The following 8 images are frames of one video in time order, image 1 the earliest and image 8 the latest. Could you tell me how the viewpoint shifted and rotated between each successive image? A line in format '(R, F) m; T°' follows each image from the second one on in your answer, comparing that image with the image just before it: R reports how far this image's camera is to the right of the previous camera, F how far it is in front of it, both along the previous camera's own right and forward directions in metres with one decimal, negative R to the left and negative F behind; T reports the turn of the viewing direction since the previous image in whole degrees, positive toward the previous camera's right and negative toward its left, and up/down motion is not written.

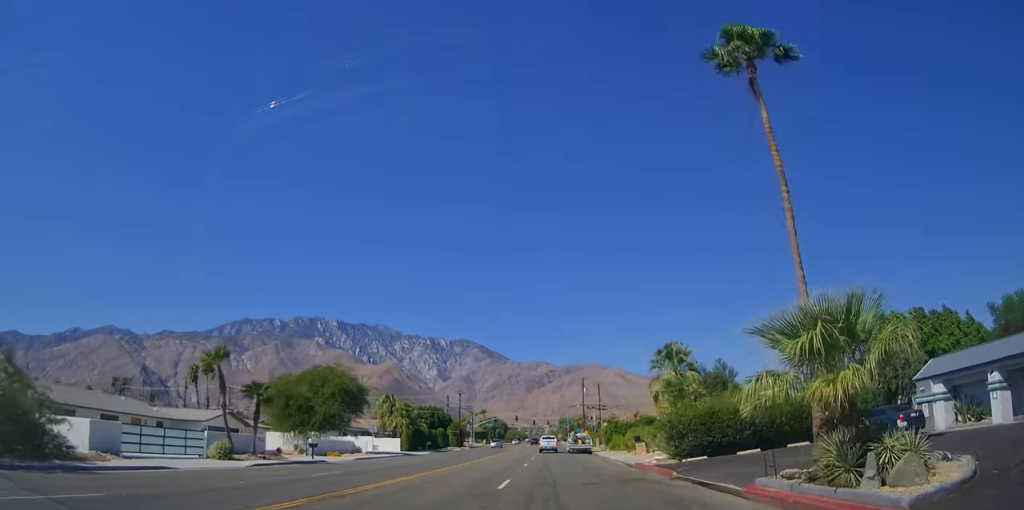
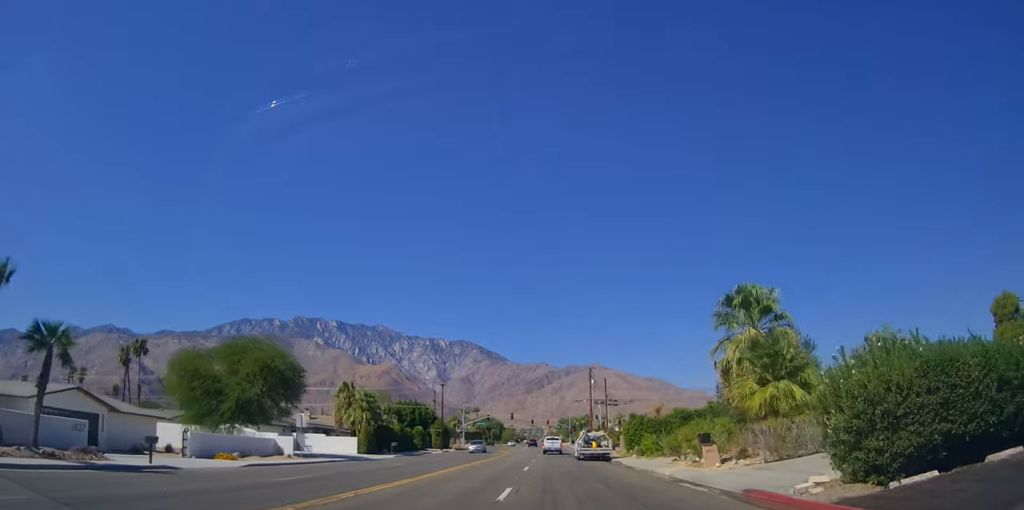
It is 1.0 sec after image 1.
(0.0, +17.4) m; 0°
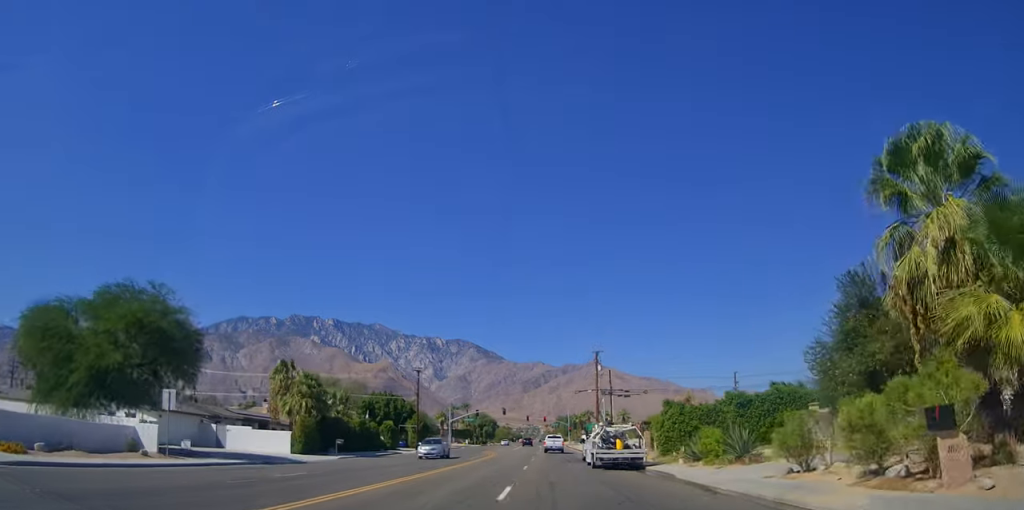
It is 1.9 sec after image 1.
(0.0, +15.2) m; 0°
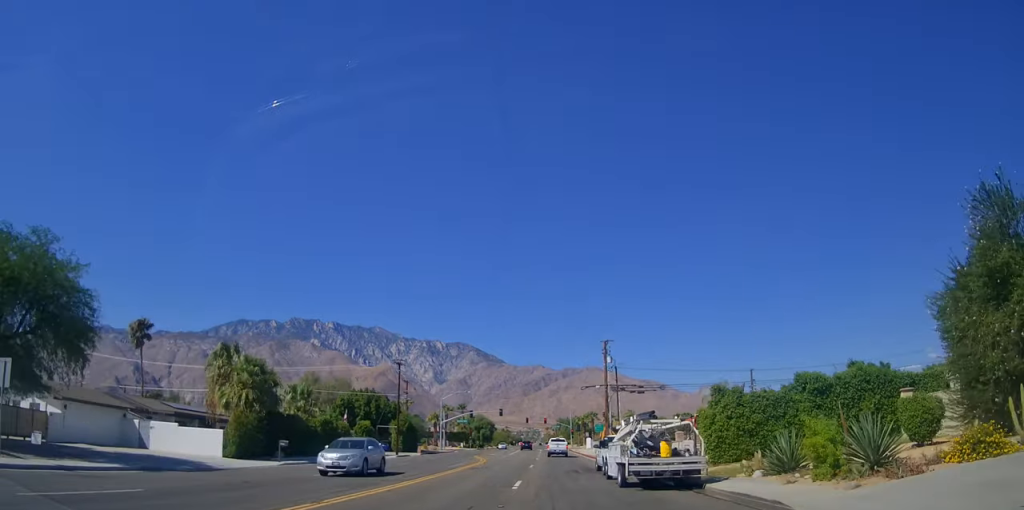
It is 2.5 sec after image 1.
(0.0, +10.0) m; 0°
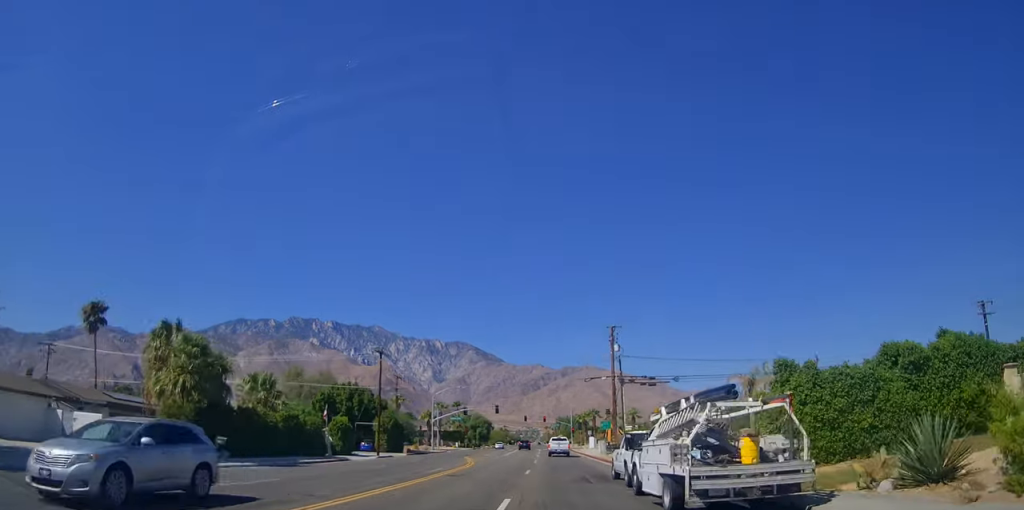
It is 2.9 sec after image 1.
(0.0, +7.1) m; 0°
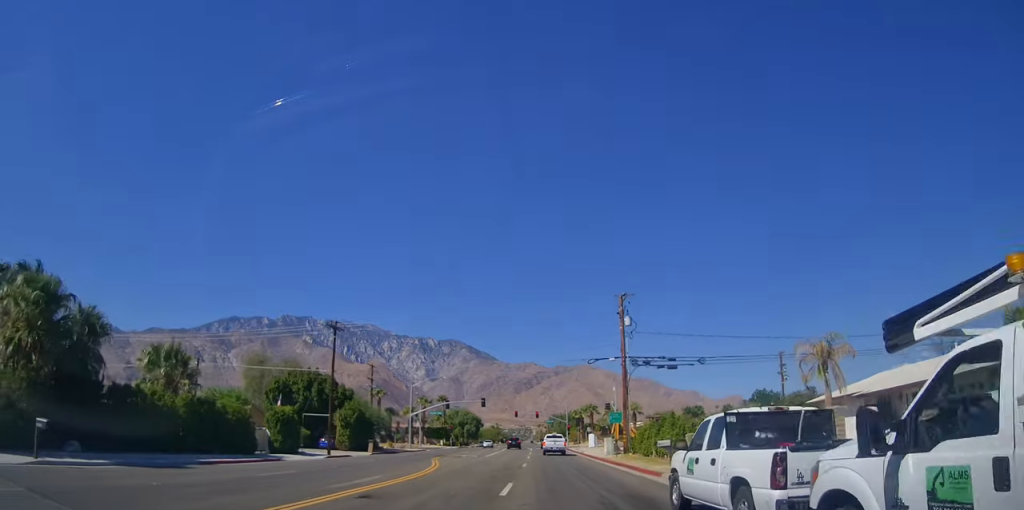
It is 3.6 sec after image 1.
(0.0, +11.4) m; 0°
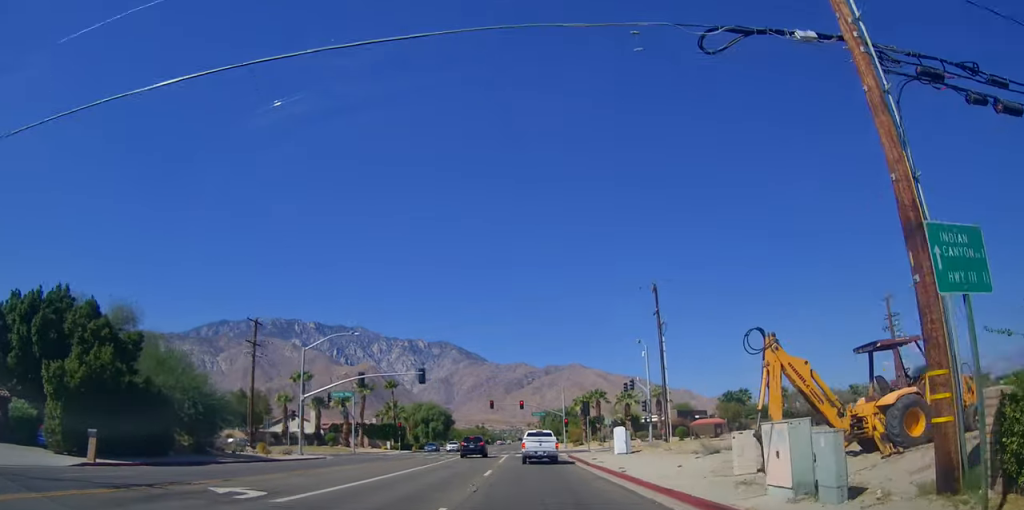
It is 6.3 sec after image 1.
(+1.0, +39.4) m; +3°
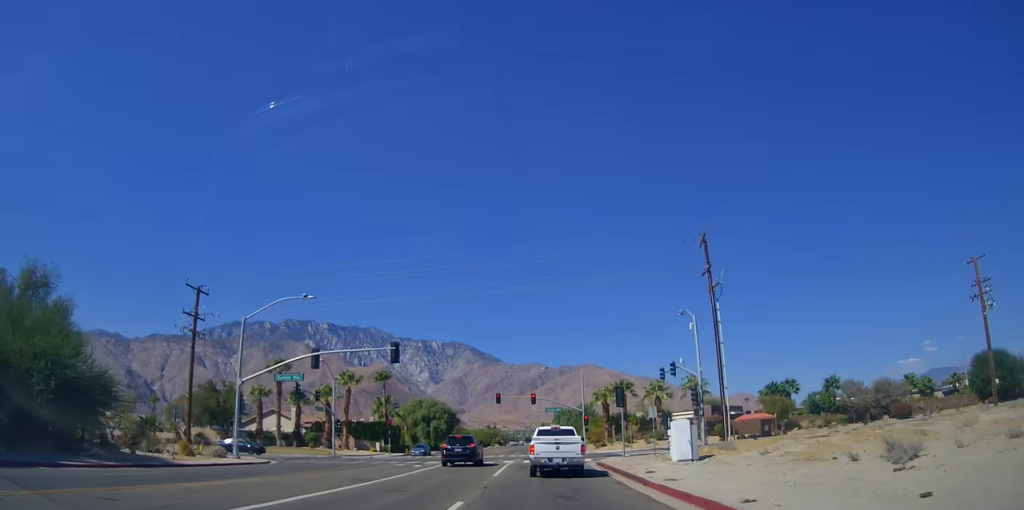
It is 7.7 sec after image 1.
(-0.6, +15.6) m; -2°
